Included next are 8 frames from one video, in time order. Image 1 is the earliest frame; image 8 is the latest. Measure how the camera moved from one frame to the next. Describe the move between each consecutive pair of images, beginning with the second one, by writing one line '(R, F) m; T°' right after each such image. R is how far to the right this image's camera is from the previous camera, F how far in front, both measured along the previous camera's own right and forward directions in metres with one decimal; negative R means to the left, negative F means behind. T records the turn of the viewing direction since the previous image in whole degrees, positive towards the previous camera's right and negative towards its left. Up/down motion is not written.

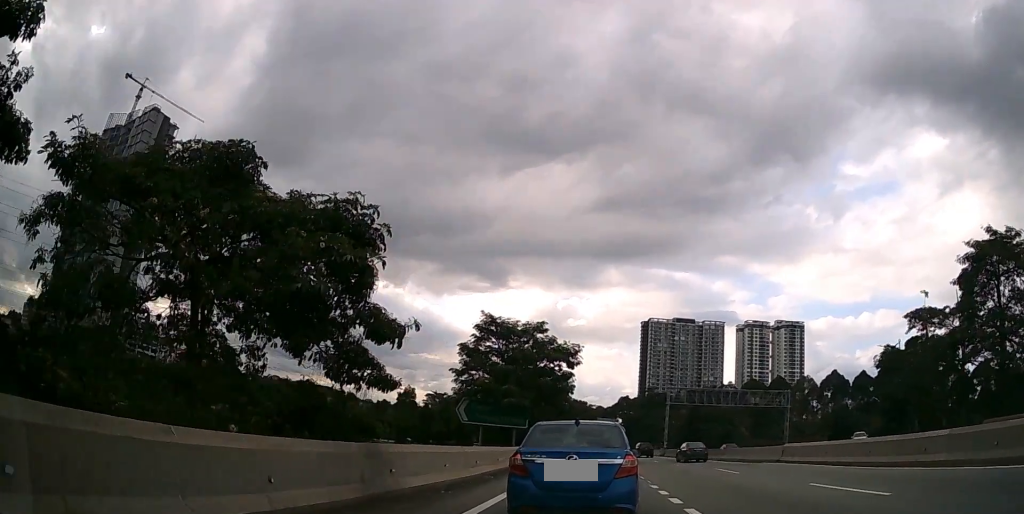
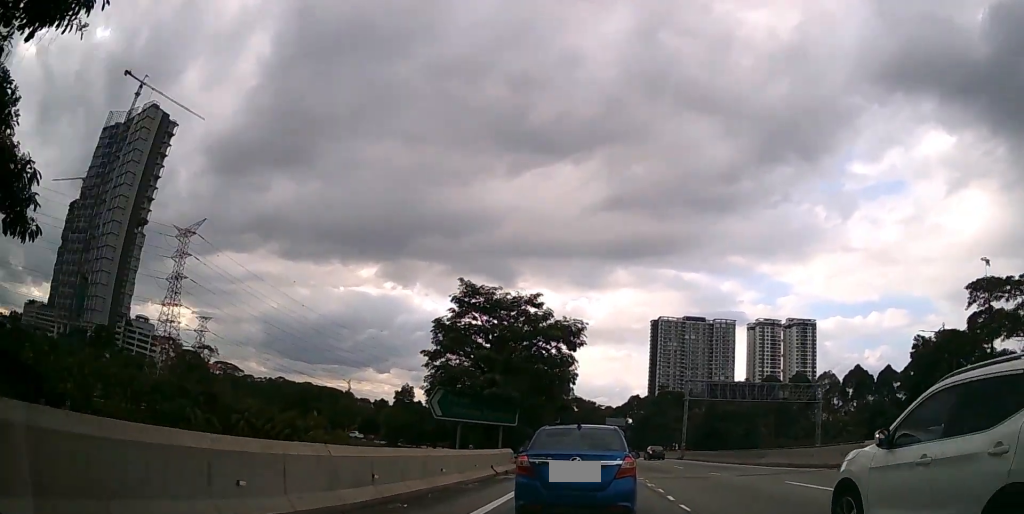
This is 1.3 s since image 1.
(-0.1, +9.3) m; -1°
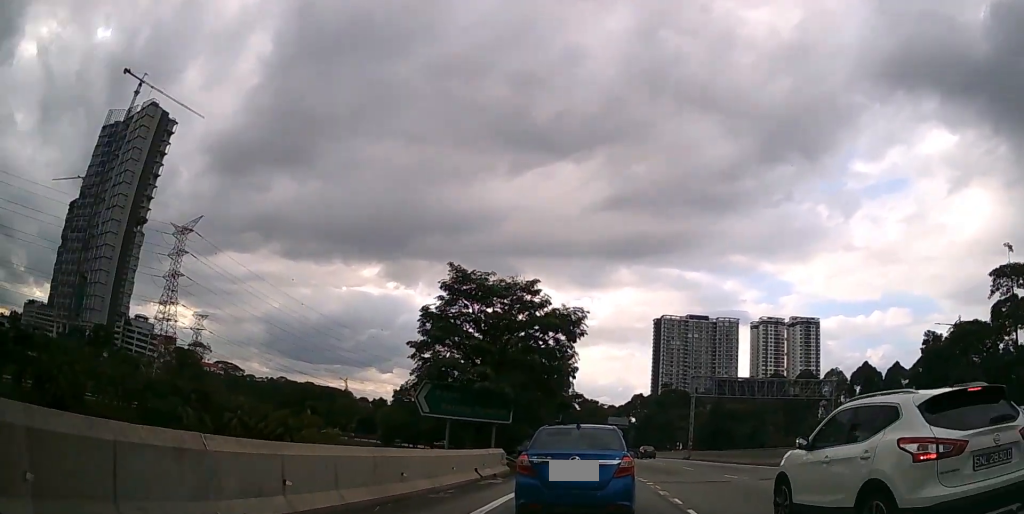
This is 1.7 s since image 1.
(0.0, +2.9) m; 0°
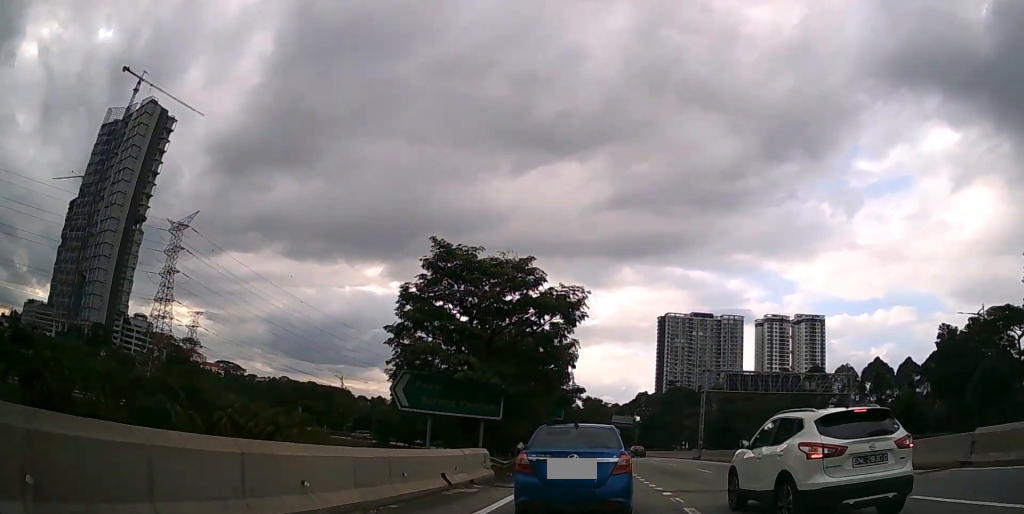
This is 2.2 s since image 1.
(0.0, +3.6) m; 0°
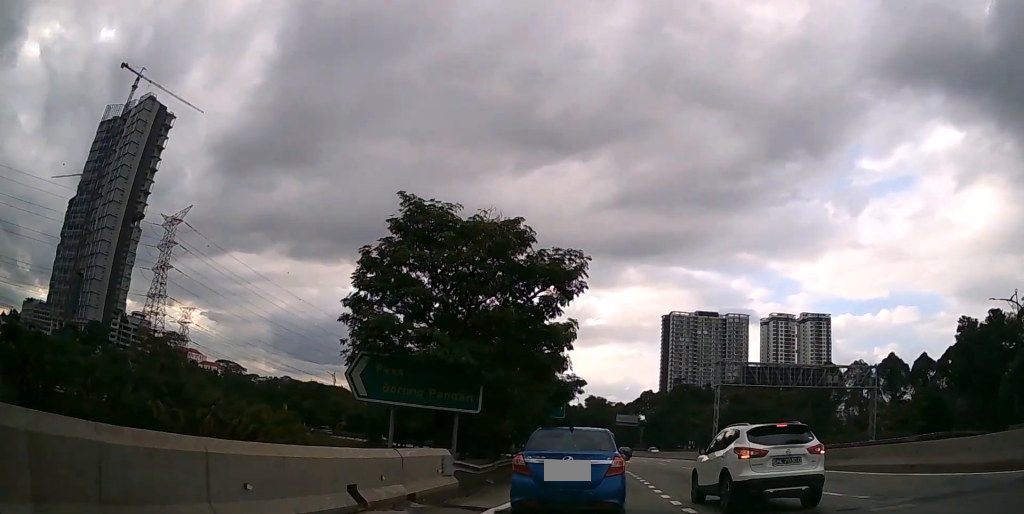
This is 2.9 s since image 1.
(0.0, +5.4) m; 0°
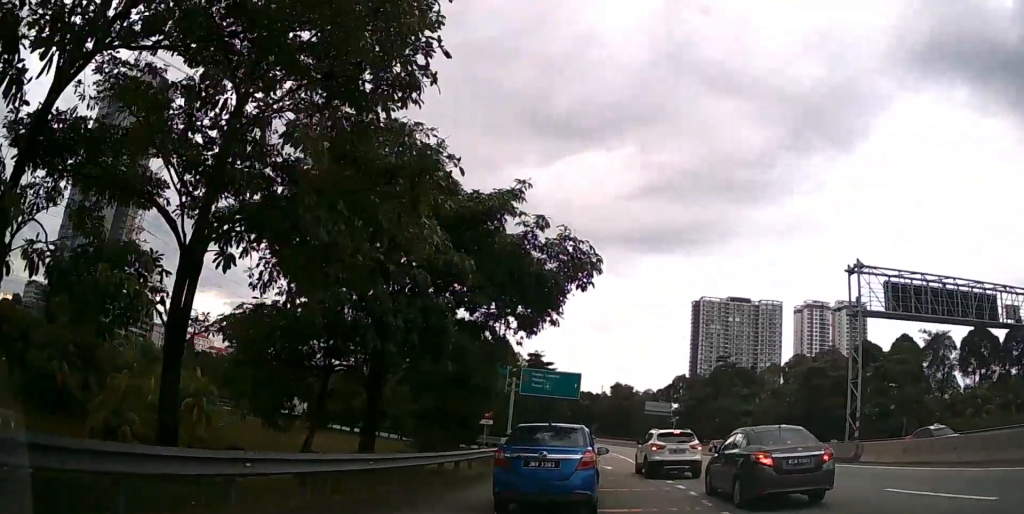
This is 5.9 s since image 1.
(-0.6, +24.4) m; -3°
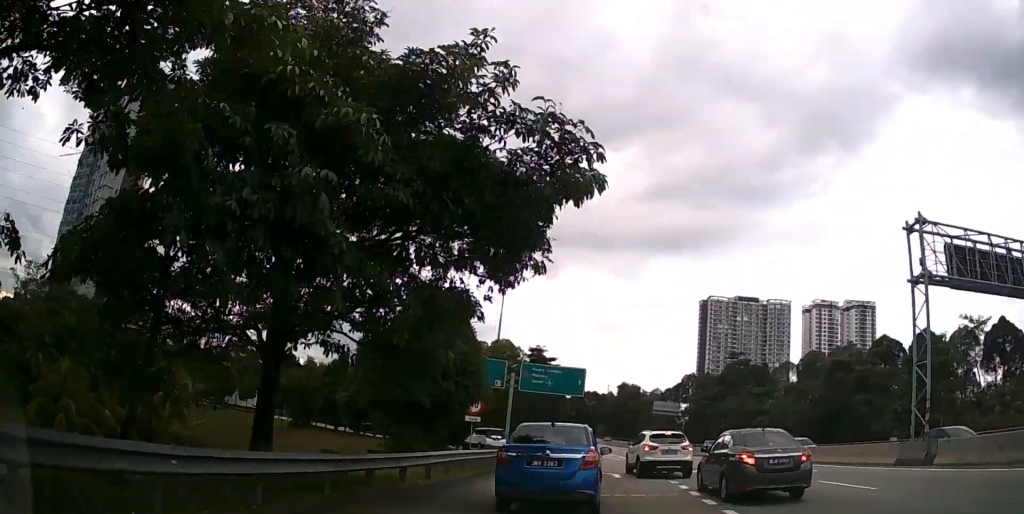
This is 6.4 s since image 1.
(0.0, +5.4) m; -1°
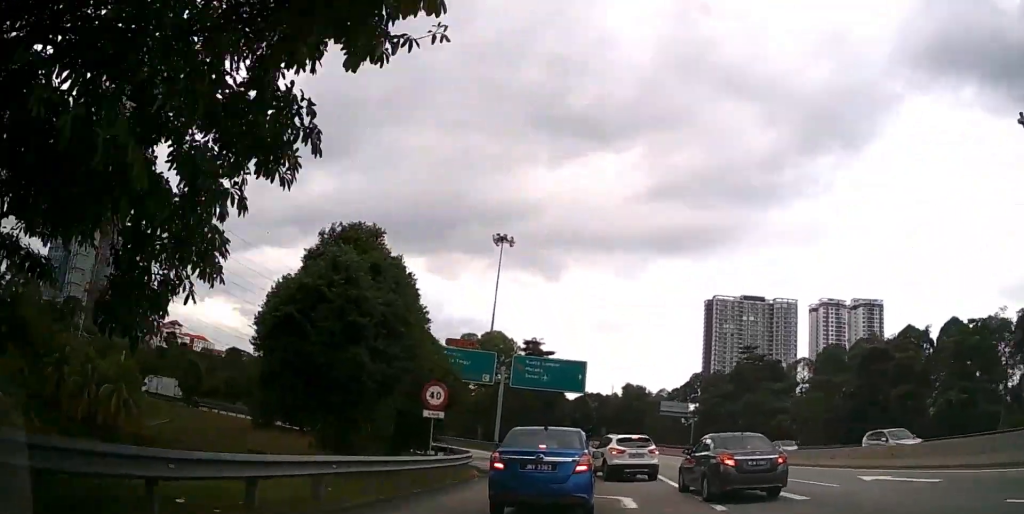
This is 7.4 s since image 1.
(-0.1, +8.5) m; -1°
